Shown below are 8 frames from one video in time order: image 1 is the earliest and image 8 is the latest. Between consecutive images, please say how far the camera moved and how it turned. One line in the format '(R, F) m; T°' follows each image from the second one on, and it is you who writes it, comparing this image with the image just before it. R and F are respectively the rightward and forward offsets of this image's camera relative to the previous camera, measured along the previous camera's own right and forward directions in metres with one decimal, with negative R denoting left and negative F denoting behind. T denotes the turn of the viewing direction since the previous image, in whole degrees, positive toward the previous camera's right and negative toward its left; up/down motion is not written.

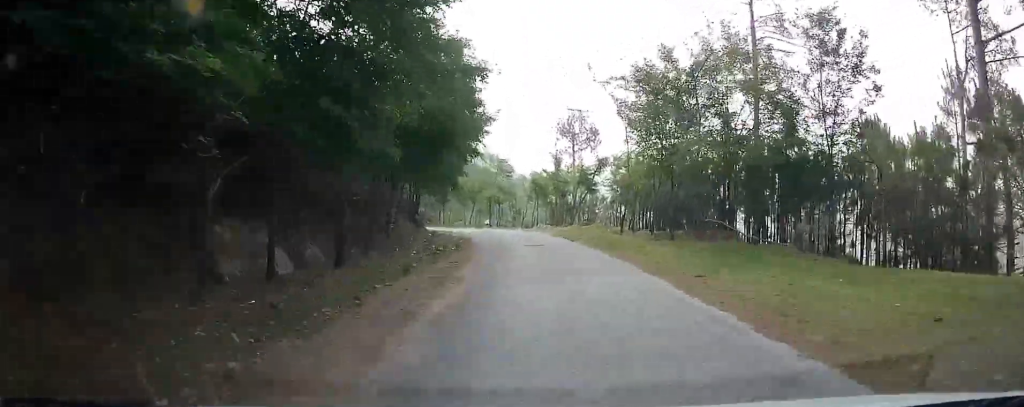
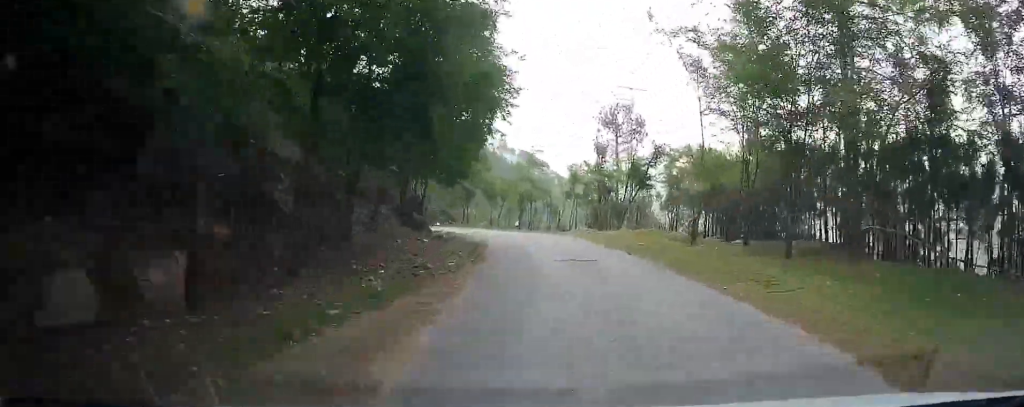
(-0.4, +8.4) m; -3°
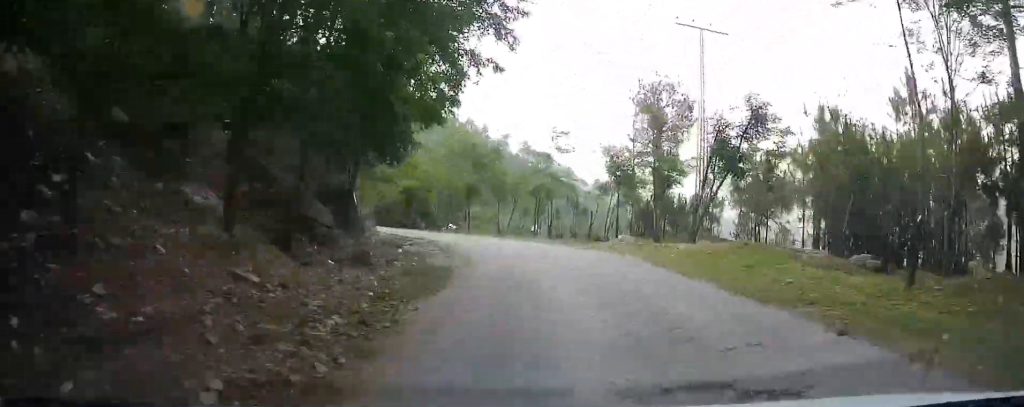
(-0.4, +12.8) m; -4°
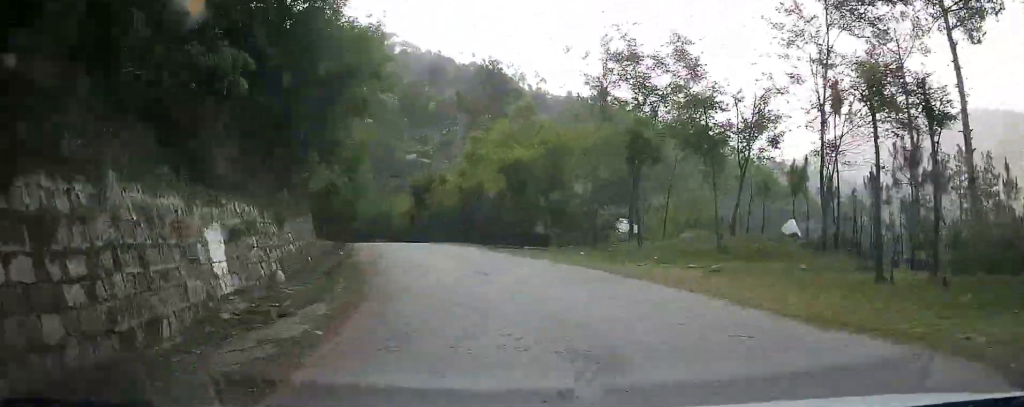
(-2.1, +24.1) m; -9°
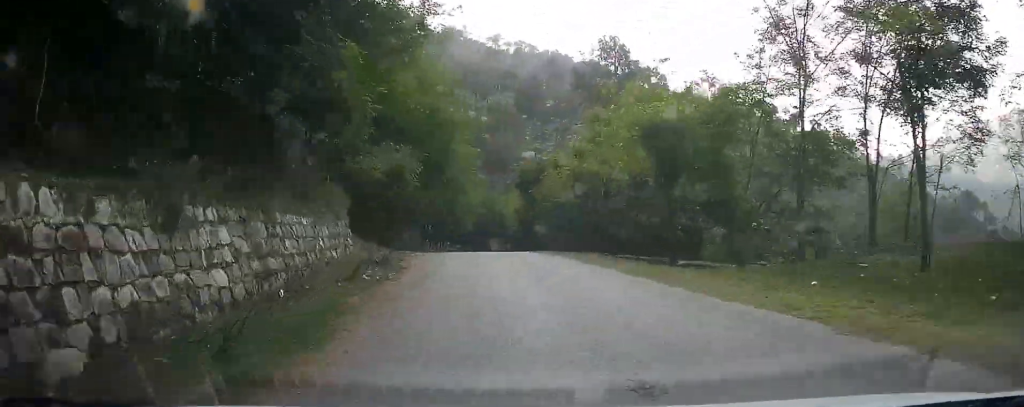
(-0.2, +8.5) m; -5°
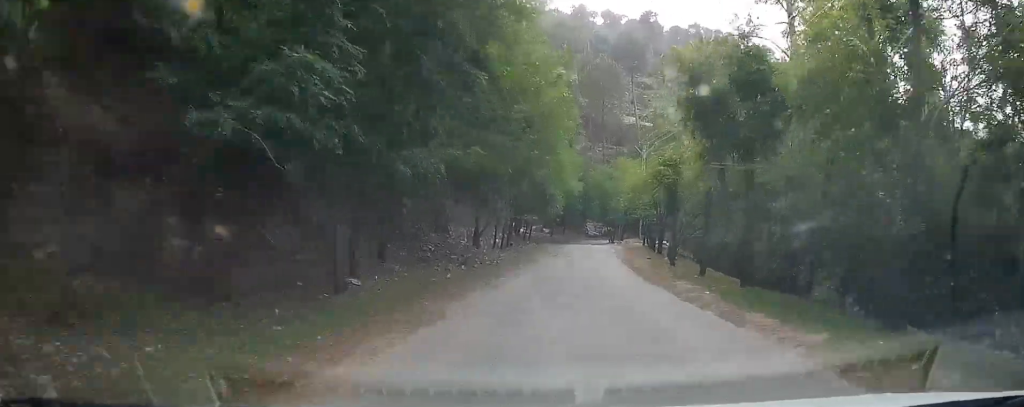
(-3.6, +21.2) m; -20°
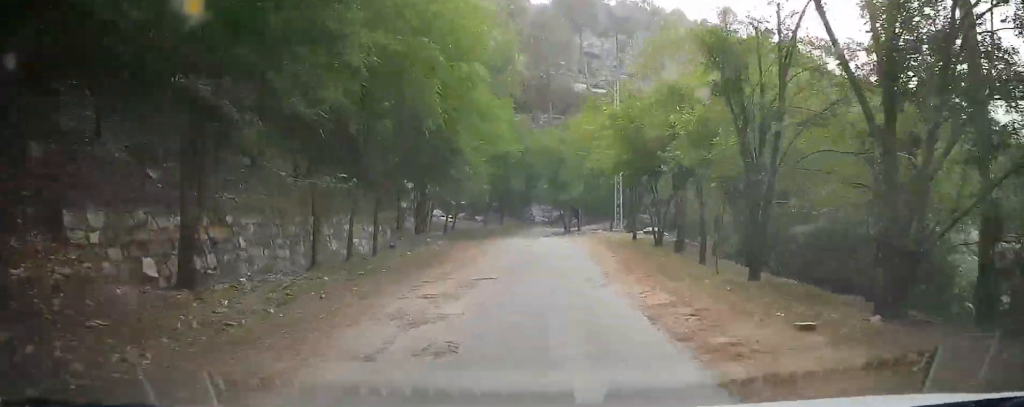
(-2.1, +20.9) m; -5°
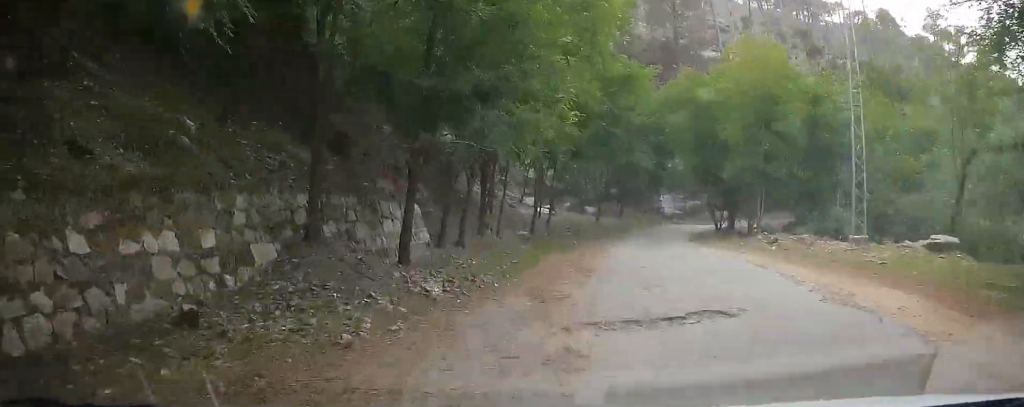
(+0.5, +19.8) m; +4°
